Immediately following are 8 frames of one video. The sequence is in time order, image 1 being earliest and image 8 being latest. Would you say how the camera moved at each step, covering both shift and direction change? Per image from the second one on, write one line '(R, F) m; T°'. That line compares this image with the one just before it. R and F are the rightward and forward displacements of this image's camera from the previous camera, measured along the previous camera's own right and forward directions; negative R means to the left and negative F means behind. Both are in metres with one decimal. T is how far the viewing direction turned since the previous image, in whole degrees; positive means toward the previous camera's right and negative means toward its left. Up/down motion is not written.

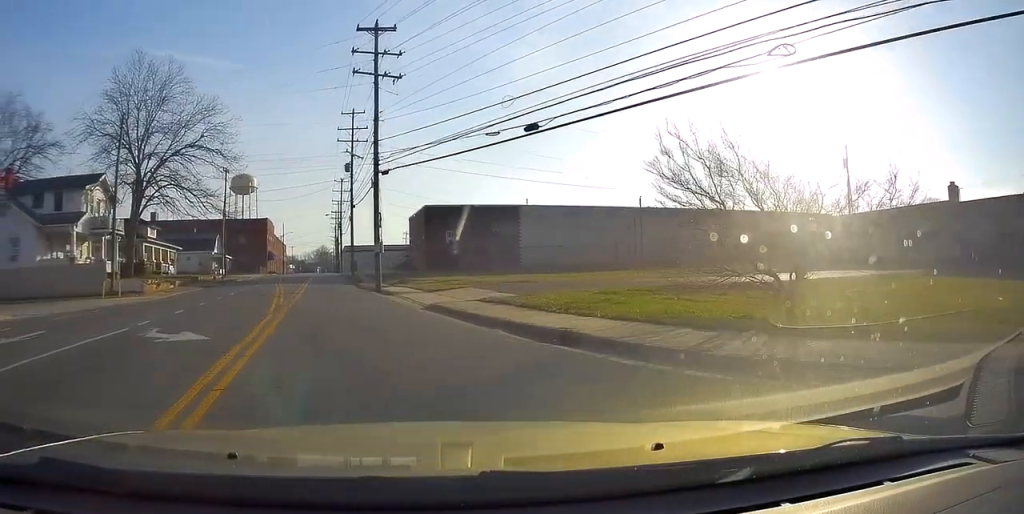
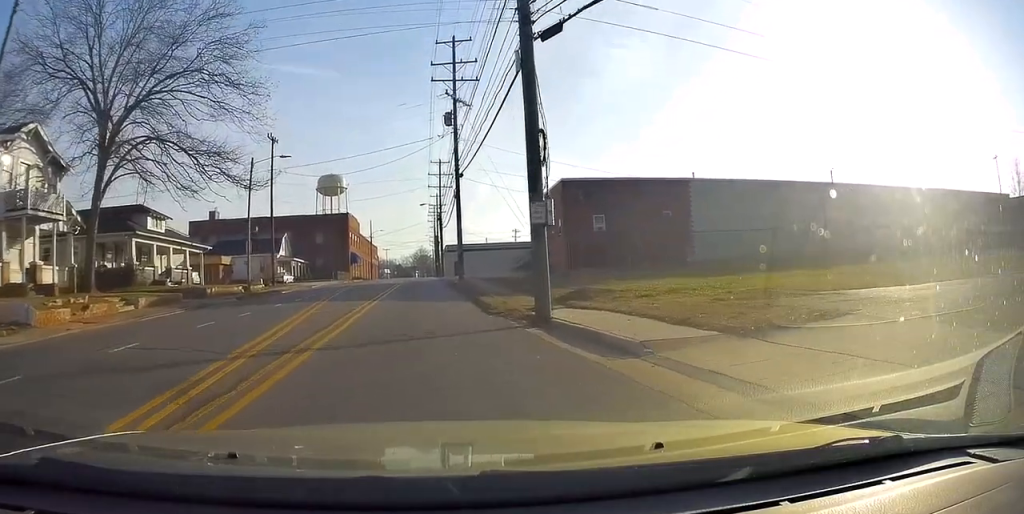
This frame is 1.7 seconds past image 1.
(-1.3, +19.7) m; -4°
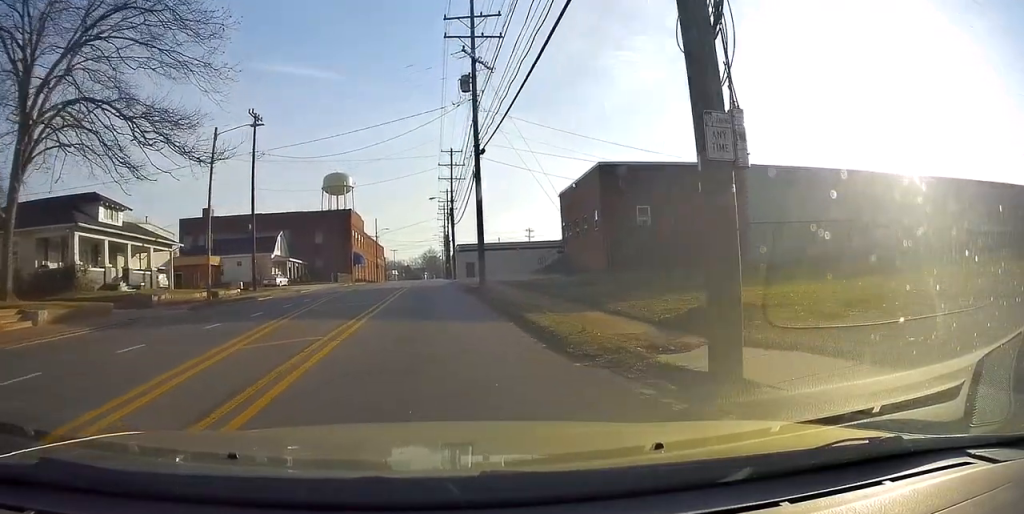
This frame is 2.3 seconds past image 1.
(0.0, +7.8) m; -1°
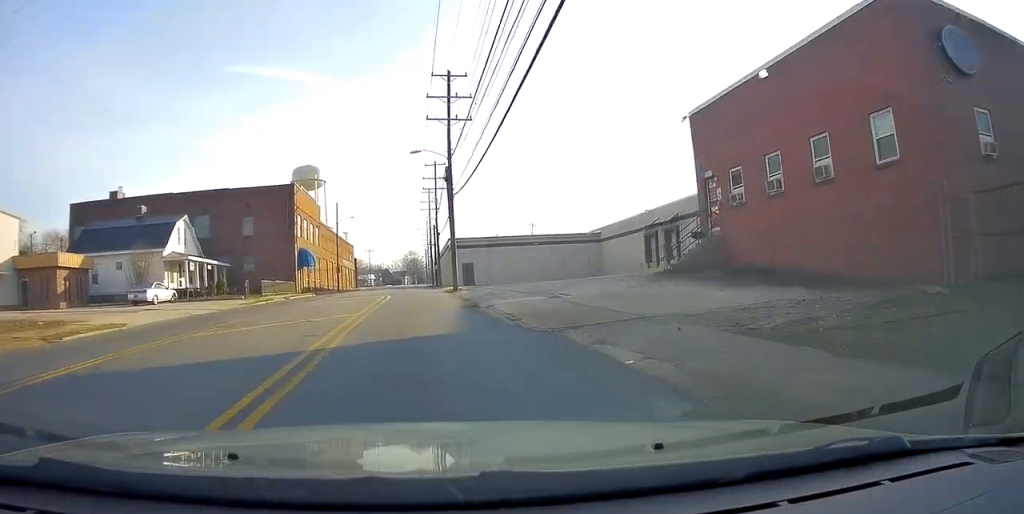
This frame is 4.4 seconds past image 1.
(-1.0, +28.3) m; -2°
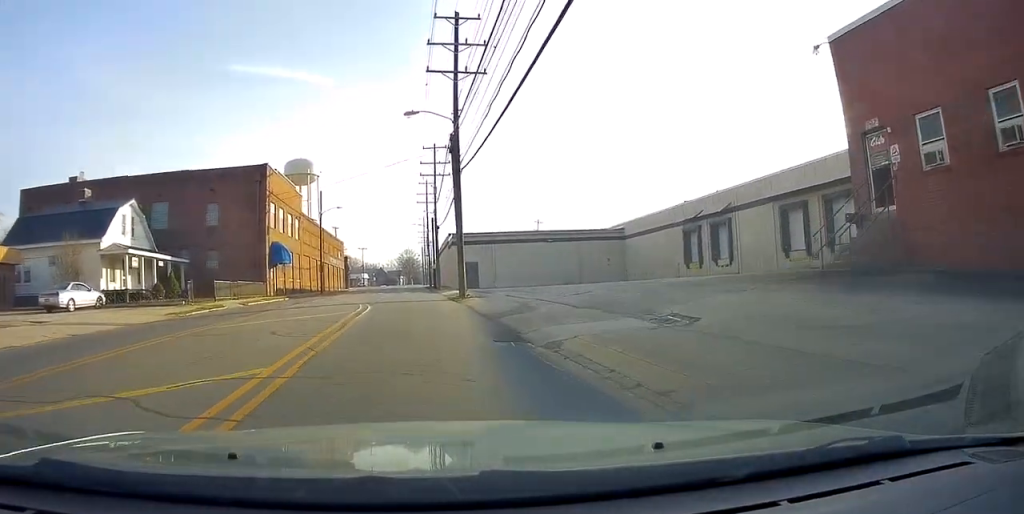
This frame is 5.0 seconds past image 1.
(0.0, +9.6) m; +1°
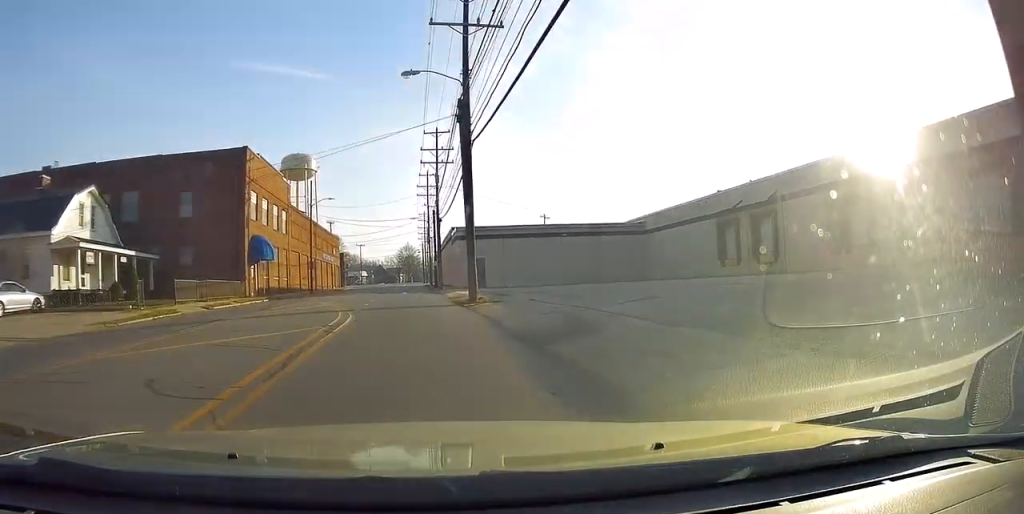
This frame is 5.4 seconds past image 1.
(+0.2, +6.0) m; +1°
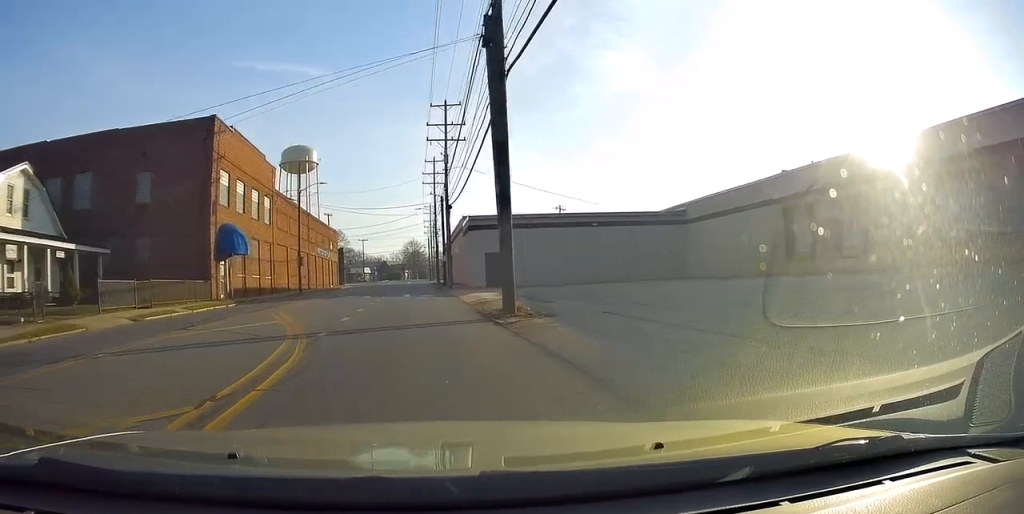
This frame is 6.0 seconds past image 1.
(+0.1, +7.9) m; +1°
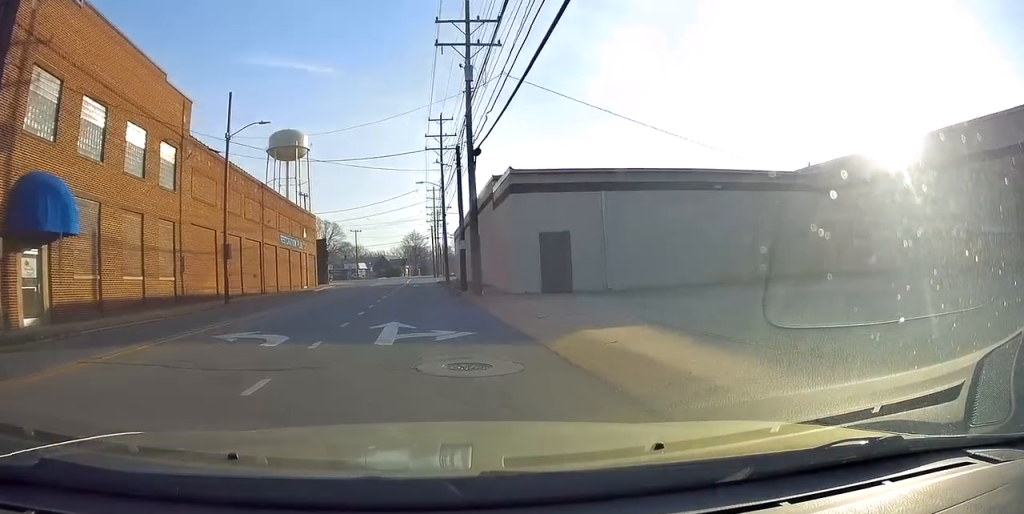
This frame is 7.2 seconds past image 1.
(0.0, +19.8) m; -1°
